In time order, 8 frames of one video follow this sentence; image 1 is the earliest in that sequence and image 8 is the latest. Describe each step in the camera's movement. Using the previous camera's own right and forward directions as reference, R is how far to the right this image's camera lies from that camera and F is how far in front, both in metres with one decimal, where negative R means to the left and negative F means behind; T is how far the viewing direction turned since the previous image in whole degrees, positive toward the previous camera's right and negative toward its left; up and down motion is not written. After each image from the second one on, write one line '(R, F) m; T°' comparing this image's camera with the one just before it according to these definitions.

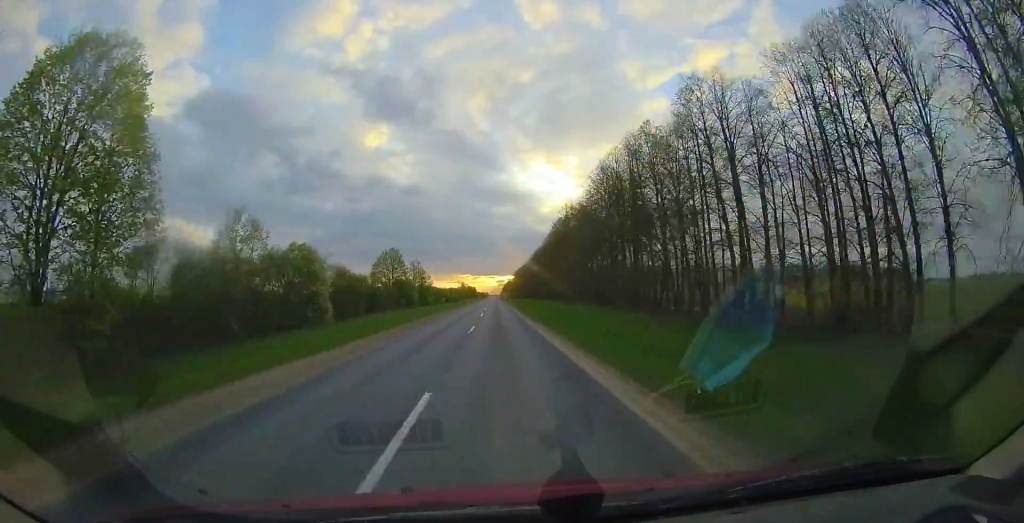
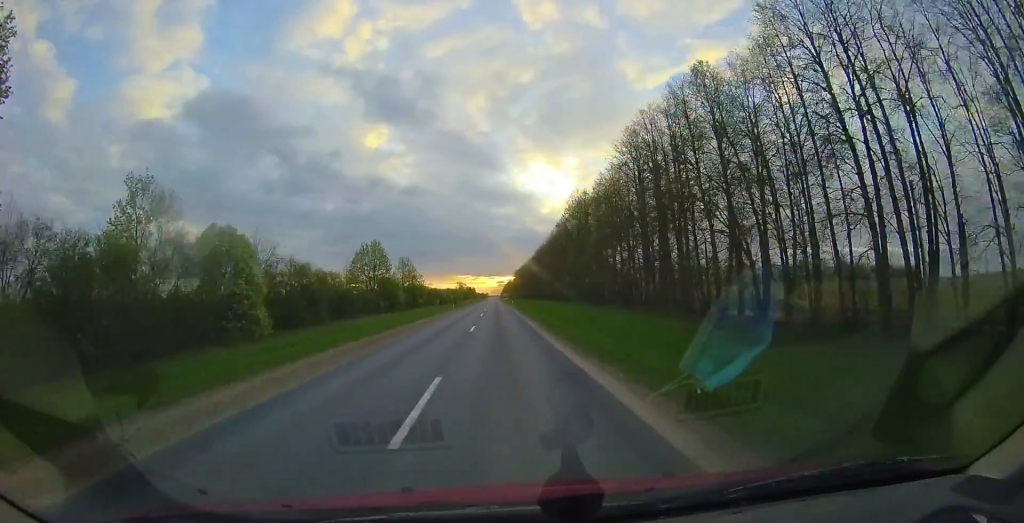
(0.0, +10.5) m; 0°
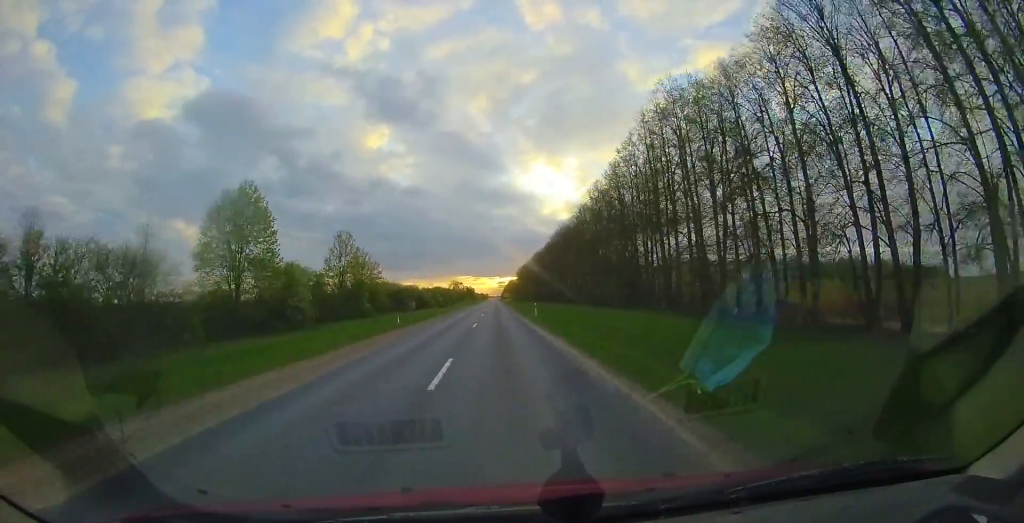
(-0.3, +33.5) m; 0°
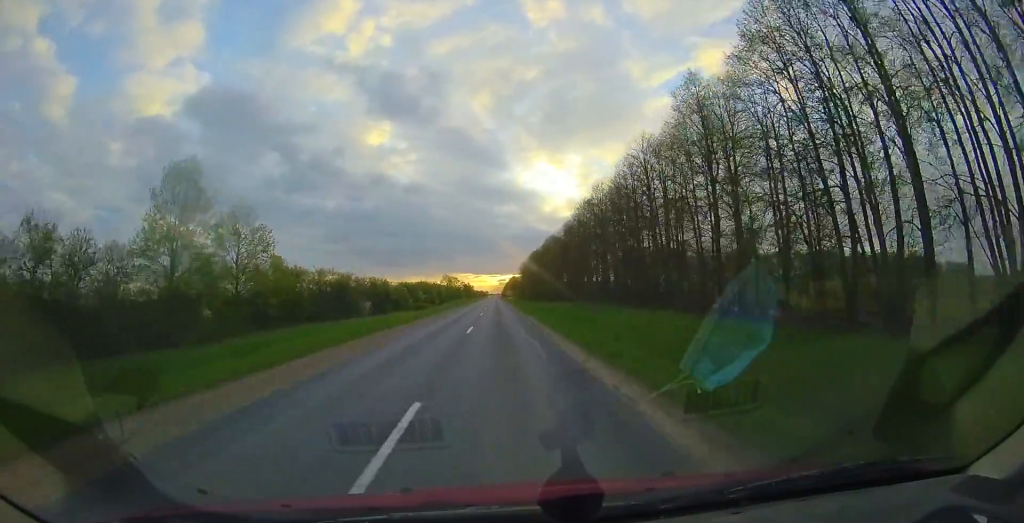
(+0.1, +28.4) m; 0°
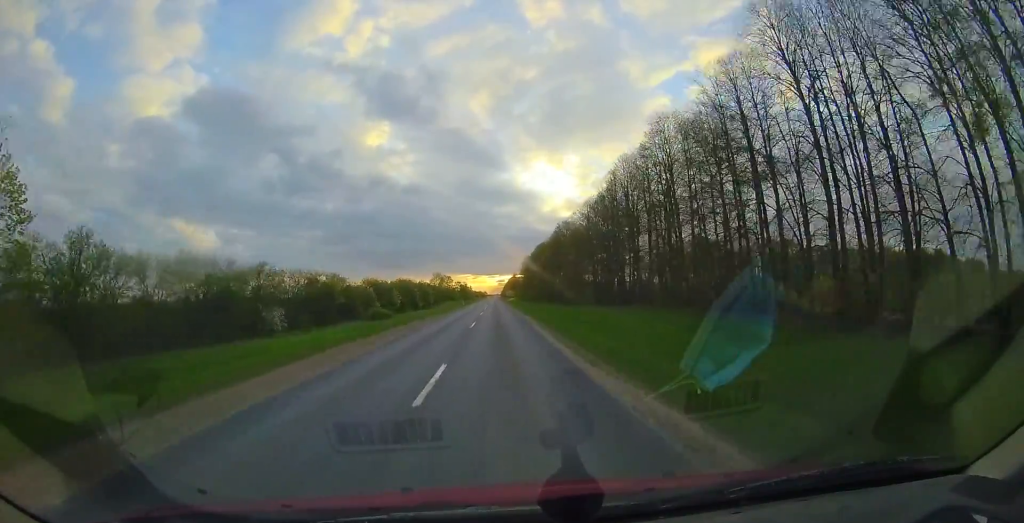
(0.0, +20.6) m; 0°
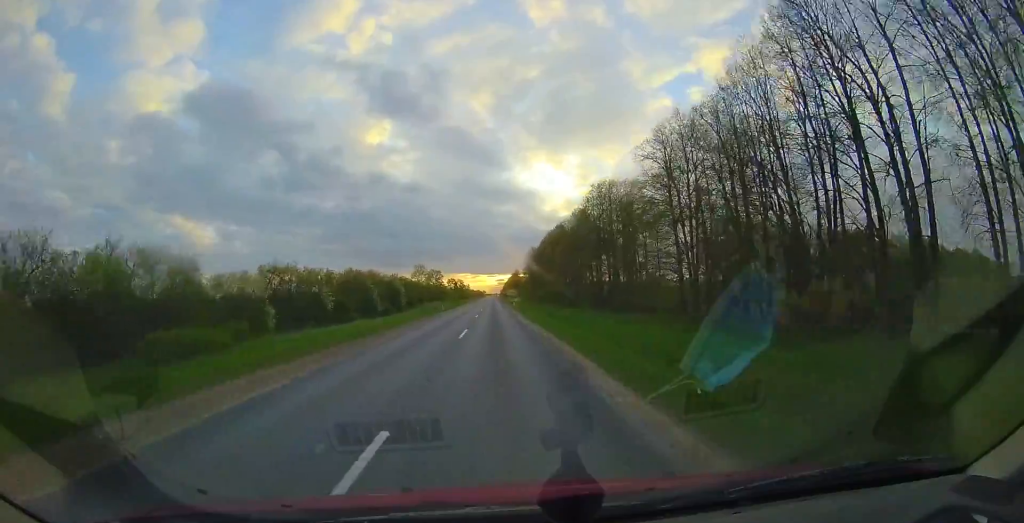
(+0.1, +28.6) m; +1°
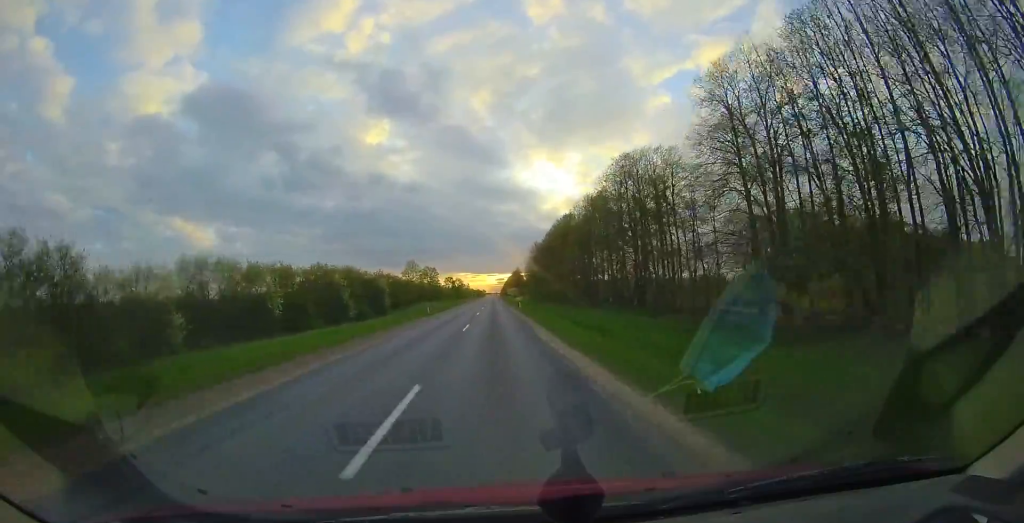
(+0.1, +10.2) m; 0°
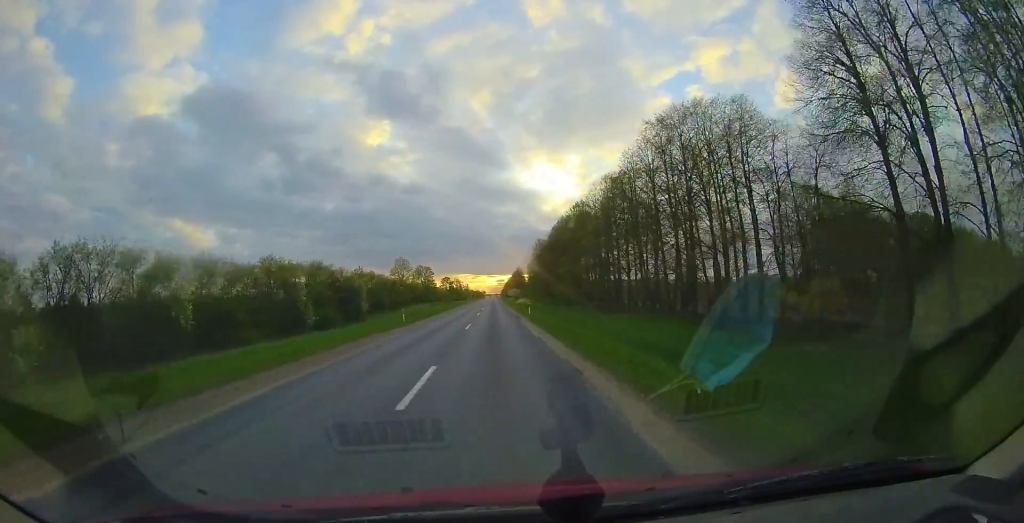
(+0.2, +9.8) m; 0°
